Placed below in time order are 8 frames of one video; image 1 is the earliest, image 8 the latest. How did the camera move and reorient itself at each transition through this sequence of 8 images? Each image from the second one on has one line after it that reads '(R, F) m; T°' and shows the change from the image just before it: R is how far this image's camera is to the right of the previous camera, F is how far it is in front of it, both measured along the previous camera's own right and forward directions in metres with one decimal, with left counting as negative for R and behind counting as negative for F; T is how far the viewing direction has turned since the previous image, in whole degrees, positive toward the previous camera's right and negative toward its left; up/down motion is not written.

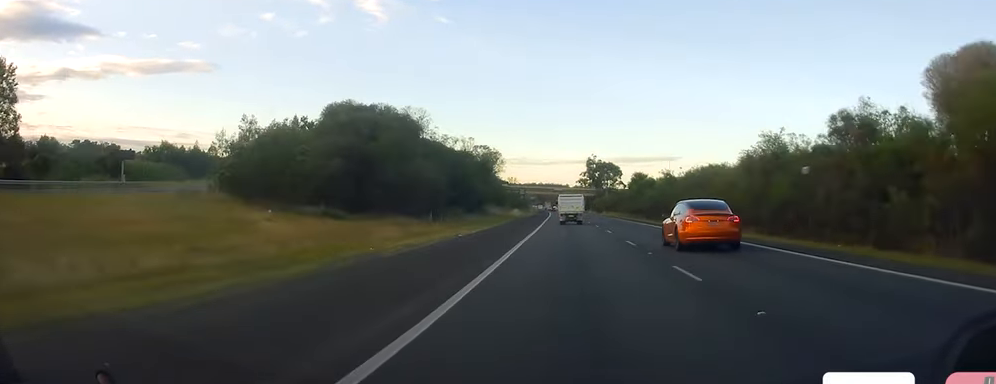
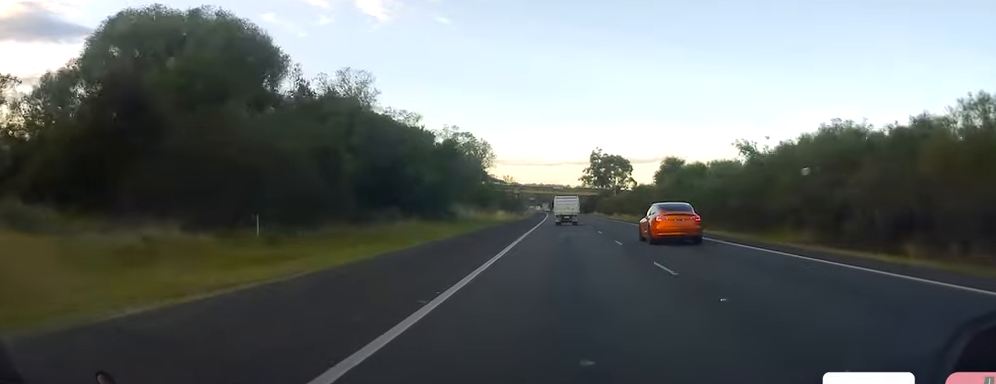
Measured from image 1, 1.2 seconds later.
(+0.4, +34.5) m; 0°
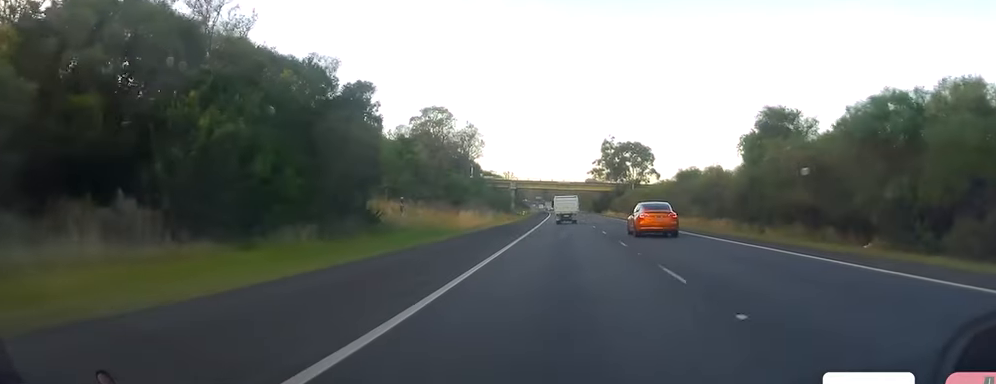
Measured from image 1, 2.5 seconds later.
(-0.5, +37.5) m; -1°
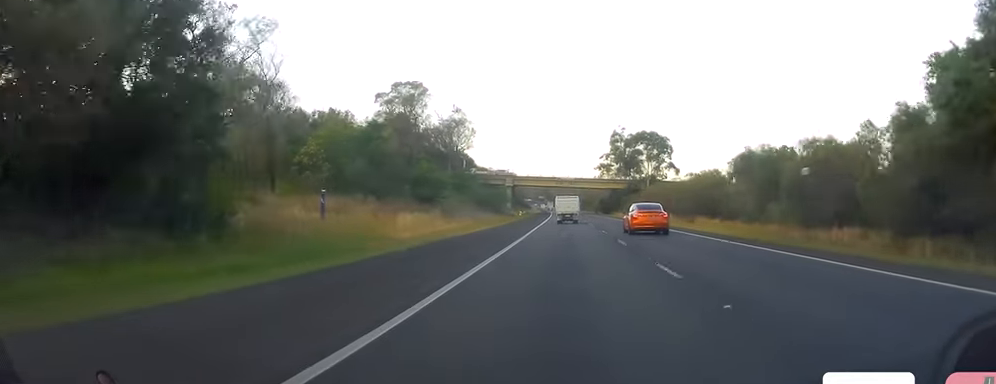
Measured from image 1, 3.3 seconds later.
(0.0, +23.1) m; 0°
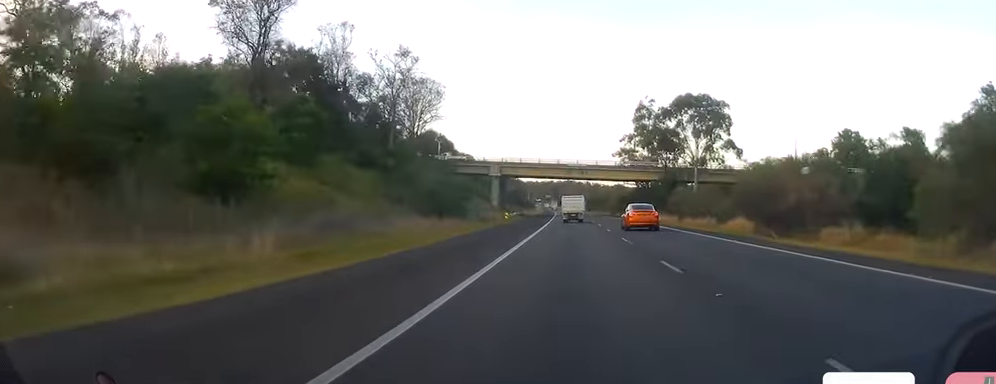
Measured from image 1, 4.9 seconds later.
(-0.4, +46.4) m; -1°
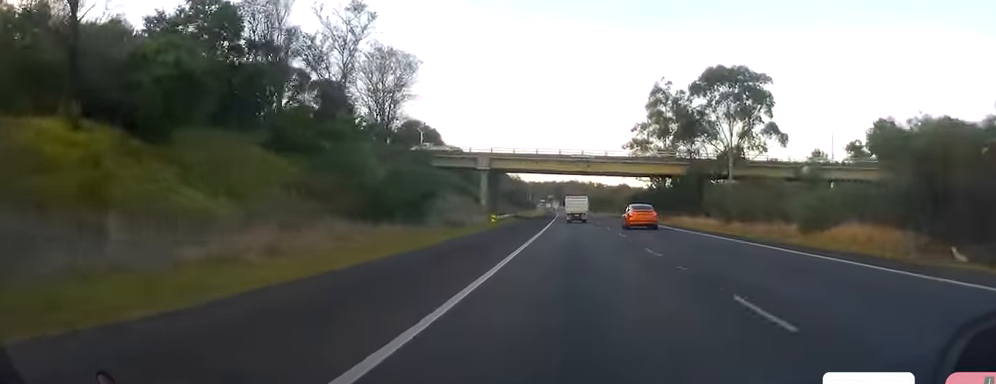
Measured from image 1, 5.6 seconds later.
(0.0, +19.4) m; 0°
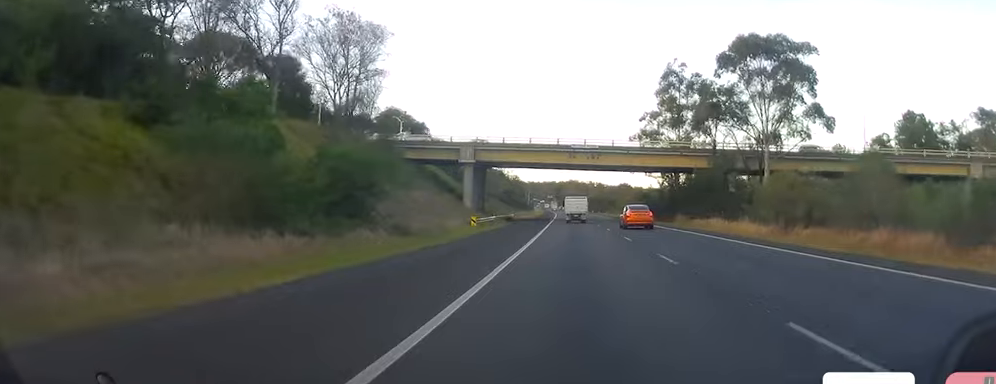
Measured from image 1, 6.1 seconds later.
(+0.1, +14.5) m; 0°
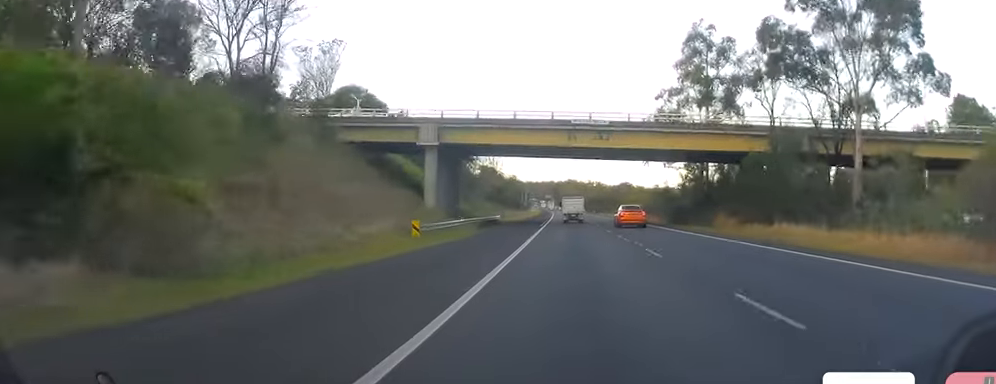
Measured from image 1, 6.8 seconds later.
(-0.1, +21.3) m; 0°
